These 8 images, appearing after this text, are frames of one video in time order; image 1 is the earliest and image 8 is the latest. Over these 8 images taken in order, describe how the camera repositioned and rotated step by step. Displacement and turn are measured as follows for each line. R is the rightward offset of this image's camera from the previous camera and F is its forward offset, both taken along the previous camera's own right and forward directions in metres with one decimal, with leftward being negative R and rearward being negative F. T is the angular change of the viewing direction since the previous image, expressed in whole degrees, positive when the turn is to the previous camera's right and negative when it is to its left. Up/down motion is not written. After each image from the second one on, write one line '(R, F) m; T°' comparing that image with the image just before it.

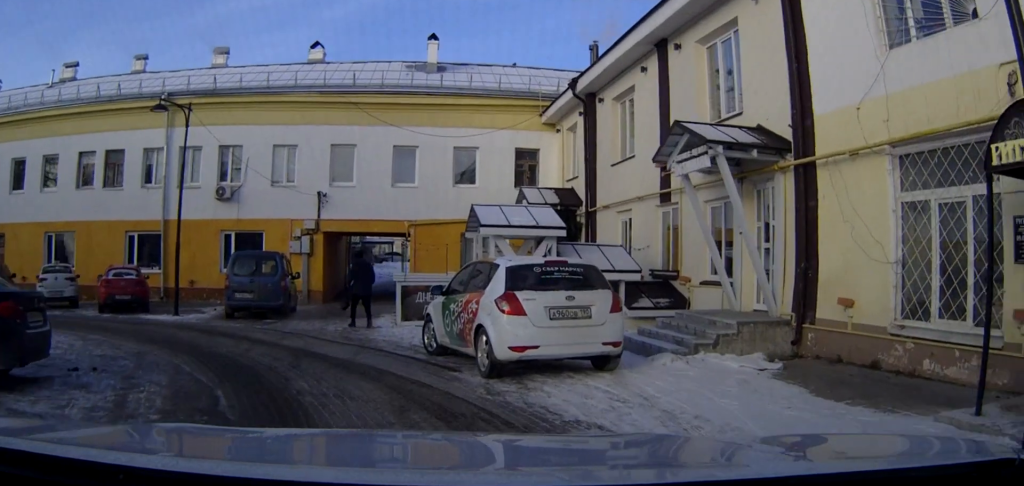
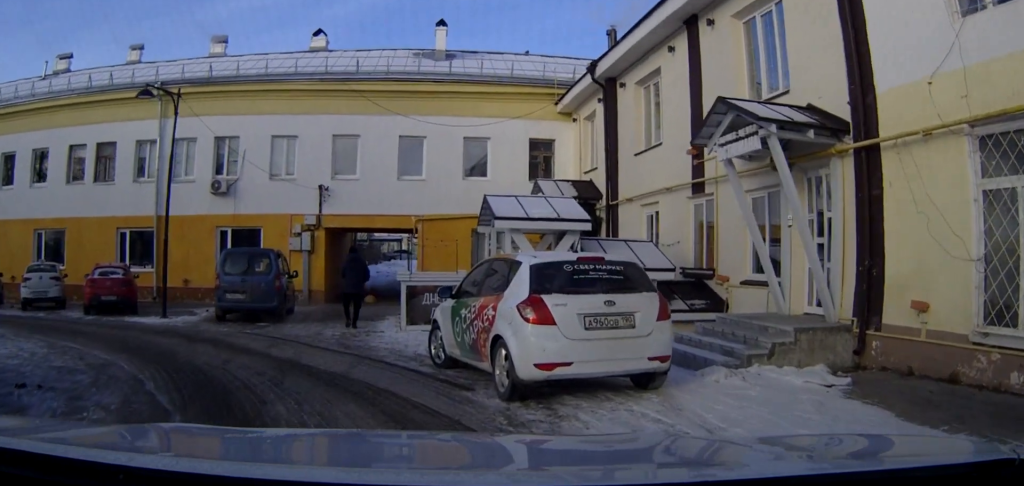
(+0.1, +2.2) m; -1°
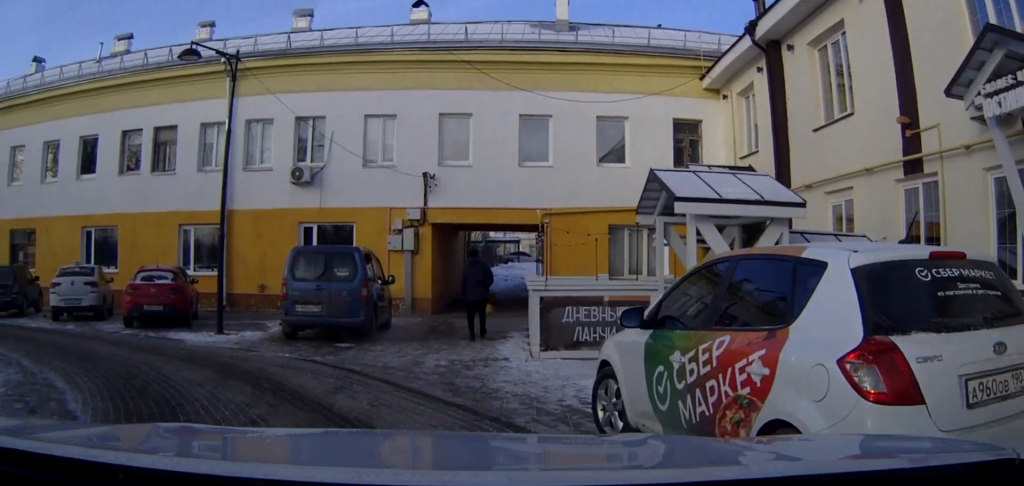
(-0.6, +4.9) m; -13°
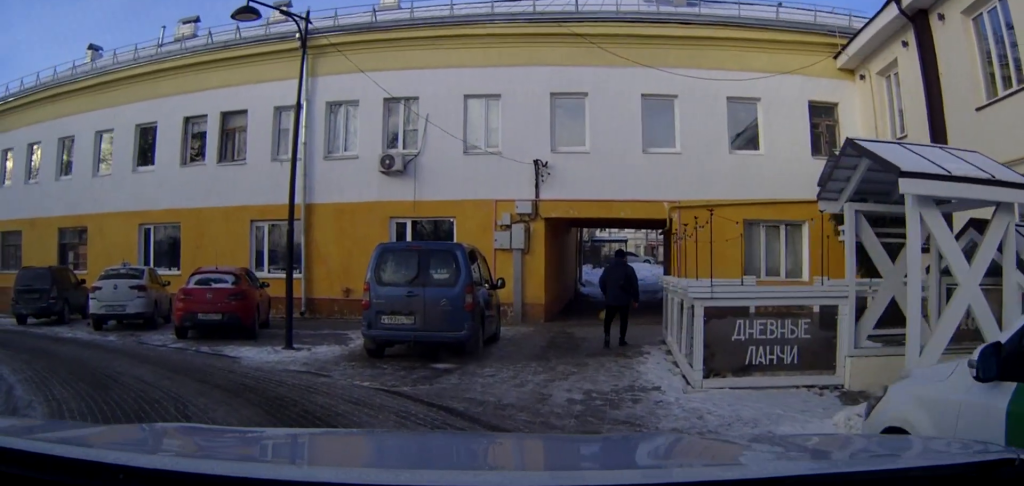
(-0.2, +3.1) m; -9°
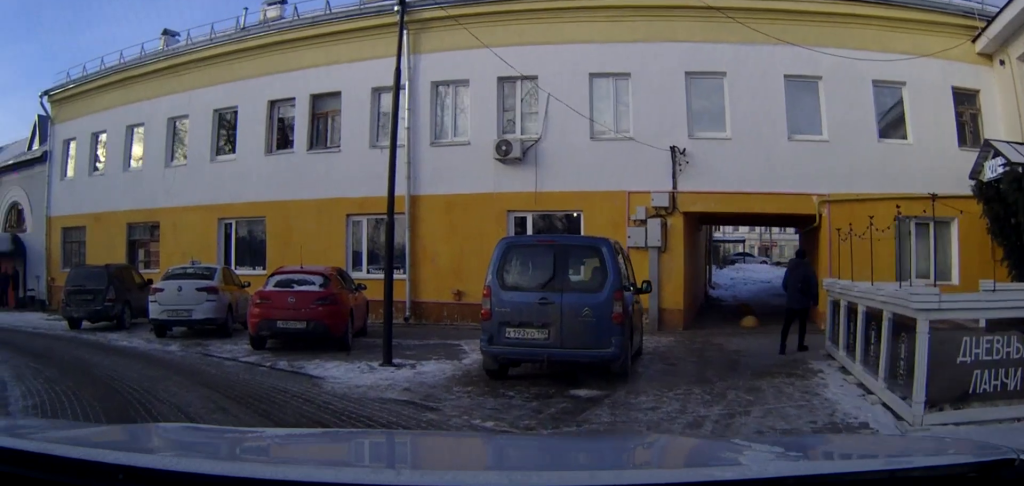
(-0.2, +2.6) m; -9°
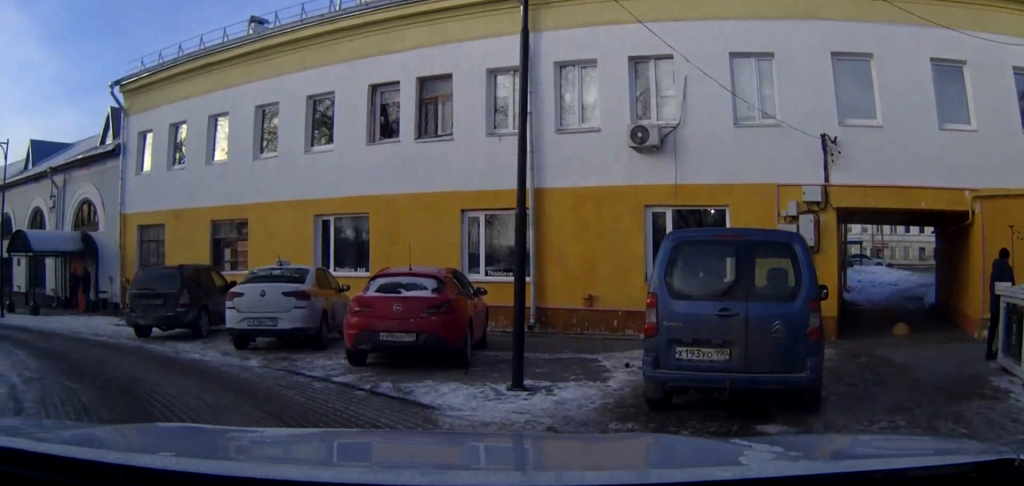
(-0.1, +2.1) m; -7°
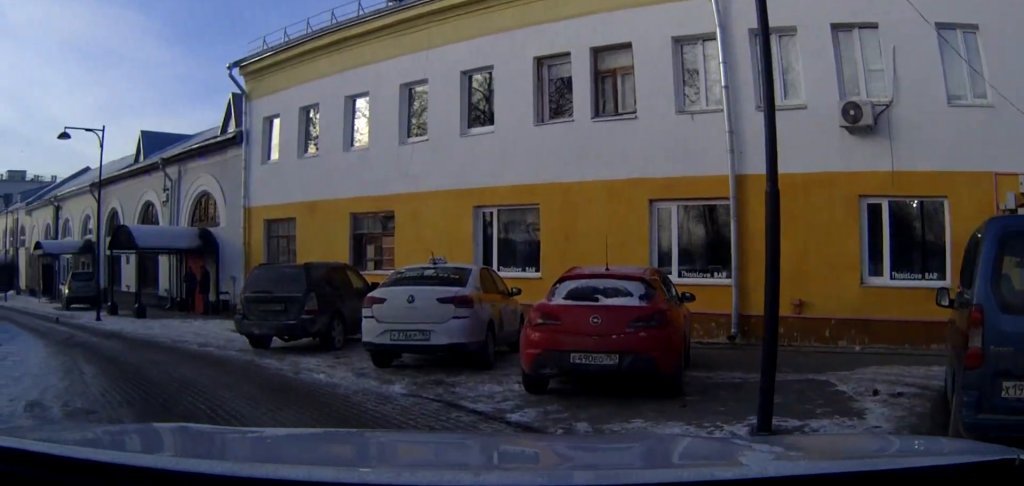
(-0.2, +2.4) m; -6°
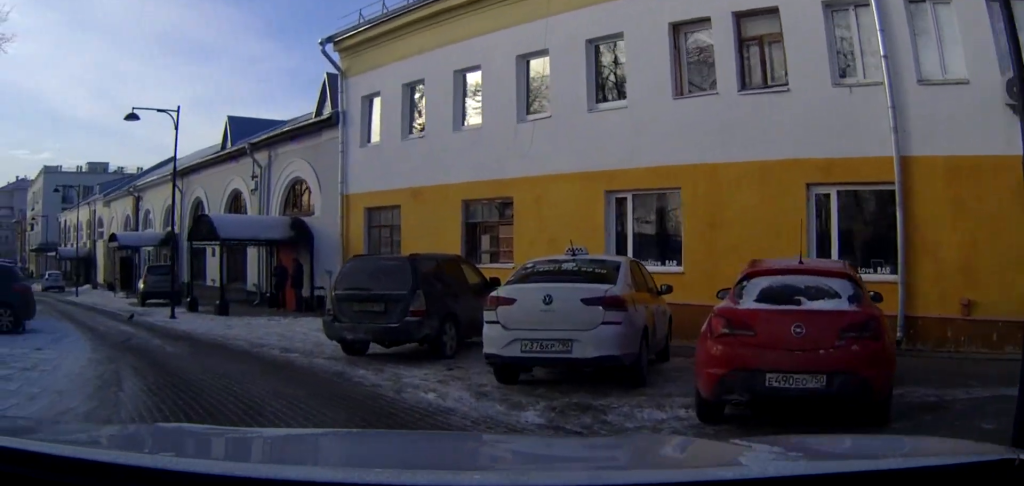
(+0.1, +2.0) m; -5°
